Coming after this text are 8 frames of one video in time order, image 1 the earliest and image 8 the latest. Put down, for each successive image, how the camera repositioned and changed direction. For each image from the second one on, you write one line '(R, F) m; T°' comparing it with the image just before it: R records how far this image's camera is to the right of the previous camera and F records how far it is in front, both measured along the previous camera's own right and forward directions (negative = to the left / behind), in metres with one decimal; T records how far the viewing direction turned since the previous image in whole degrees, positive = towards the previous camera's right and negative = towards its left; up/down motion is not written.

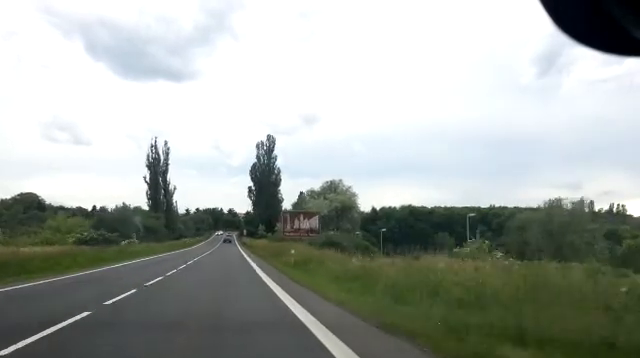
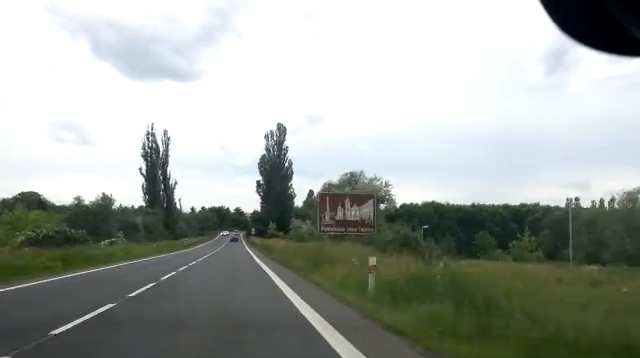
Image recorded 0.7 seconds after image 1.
(-0.6, +11.8) m; +2°
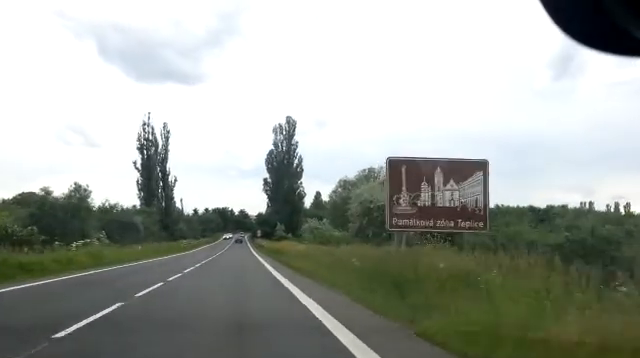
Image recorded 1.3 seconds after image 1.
(+0.6, +9.1) m; 0°
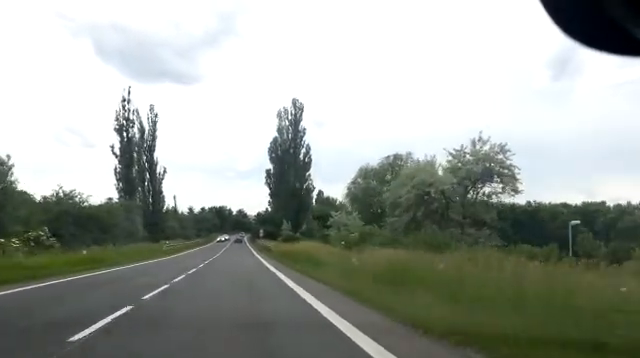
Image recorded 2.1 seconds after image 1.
(+0.3, +13.4) m; -1°
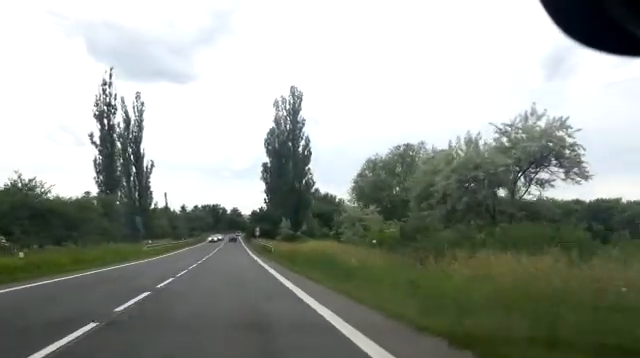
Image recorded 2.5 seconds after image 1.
(-0.3, +6.4) m; -1°
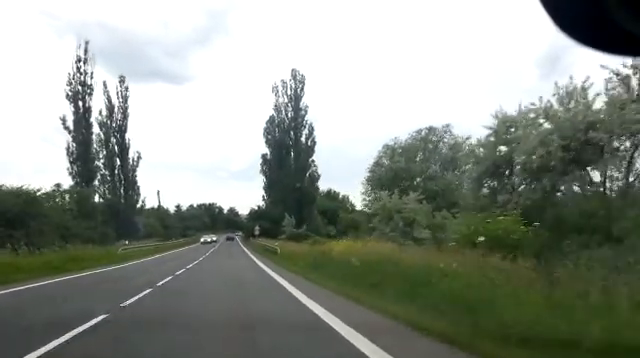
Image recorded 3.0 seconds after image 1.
(-0.1, +8.1) m; 0°
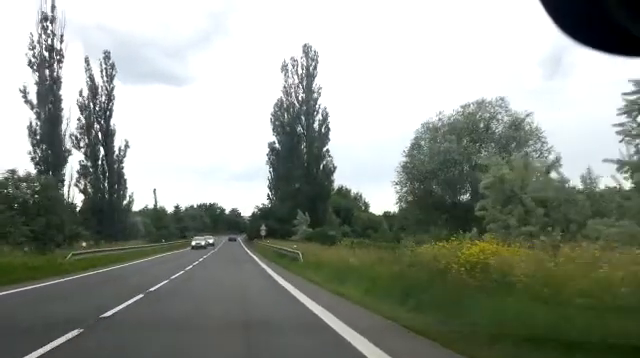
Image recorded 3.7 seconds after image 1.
(+0.1, +10.2) m; +1°
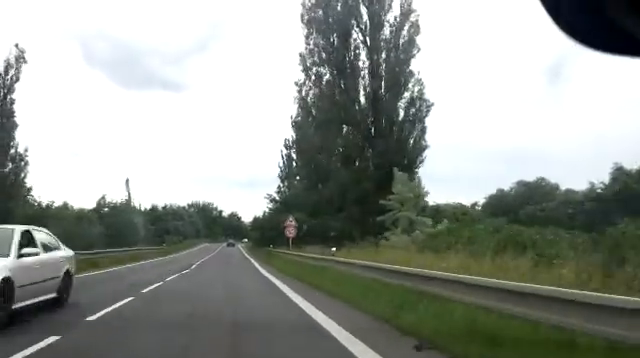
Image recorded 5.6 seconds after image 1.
(-0.6, +31.5) m; -1°
